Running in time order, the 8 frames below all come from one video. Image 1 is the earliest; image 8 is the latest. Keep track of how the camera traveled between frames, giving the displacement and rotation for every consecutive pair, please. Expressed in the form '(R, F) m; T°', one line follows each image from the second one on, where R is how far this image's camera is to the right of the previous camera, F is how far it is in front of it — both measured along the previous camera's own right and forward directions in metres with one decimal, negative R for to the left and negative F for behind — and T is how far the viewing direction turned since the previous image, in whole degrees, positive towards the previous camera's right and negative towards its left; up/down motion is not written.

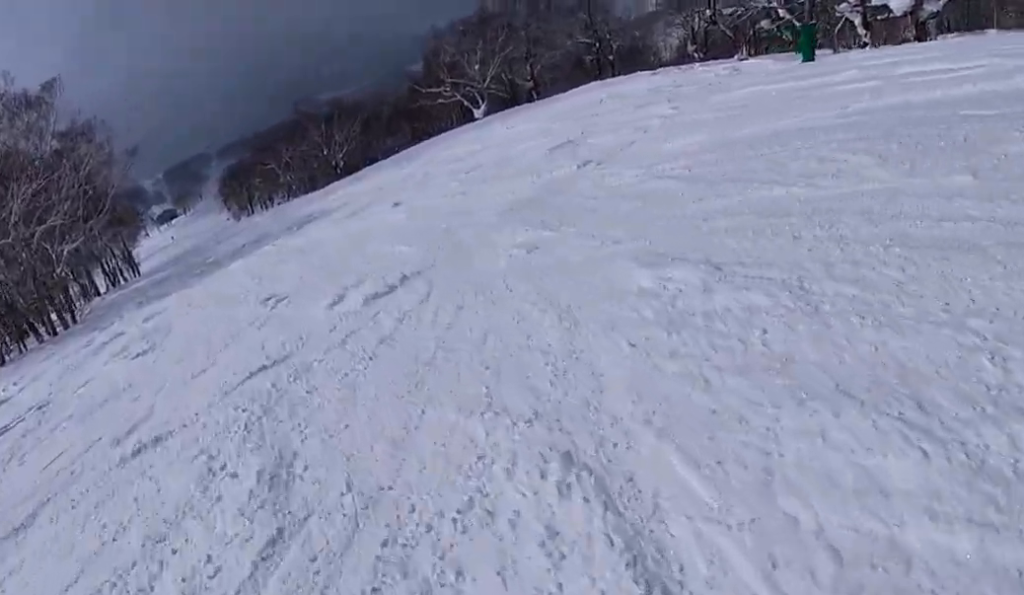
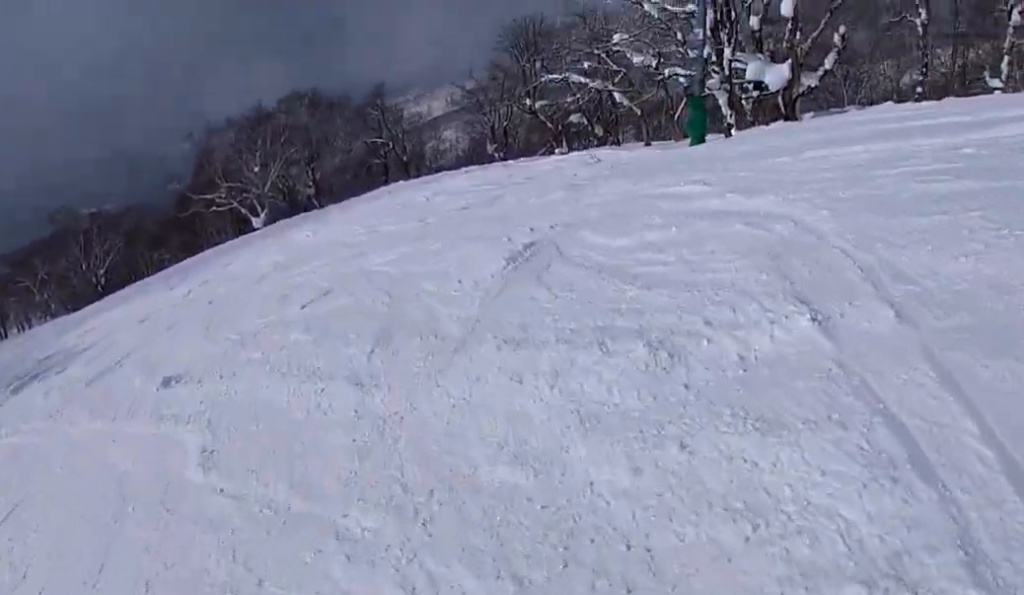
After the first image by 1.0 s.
(+2.8, +7.9) m; +28°
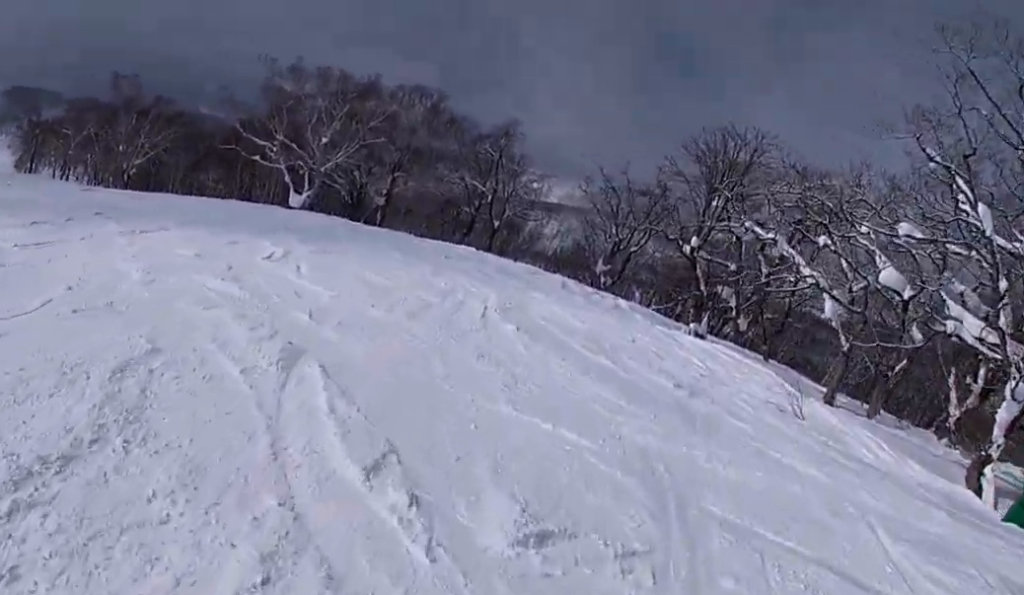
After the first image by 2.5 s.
(-0.8, +12.2) m; -26°
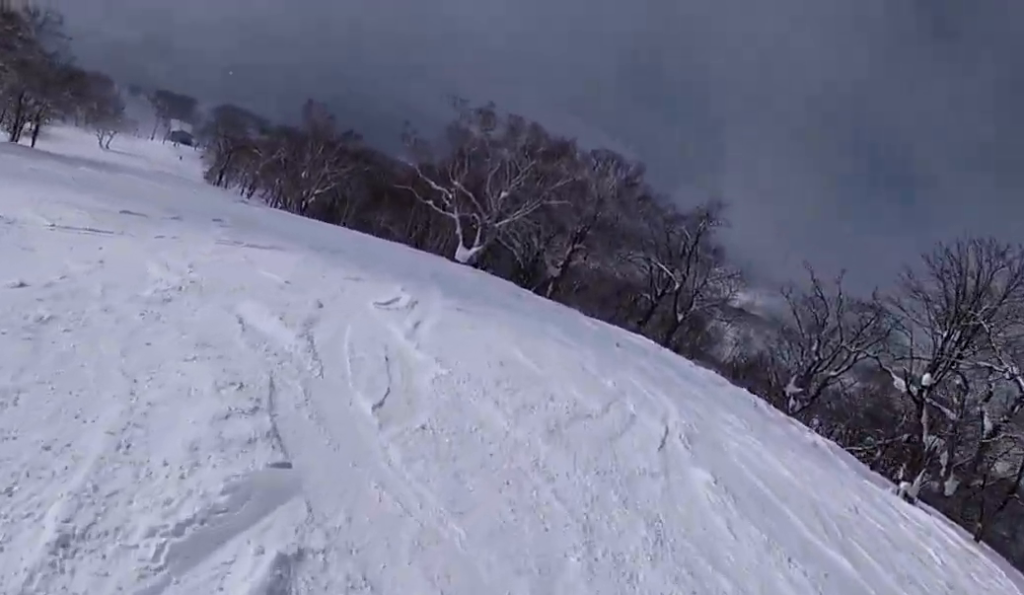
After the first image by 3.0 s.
(-0.4, +4.0) m; -16°
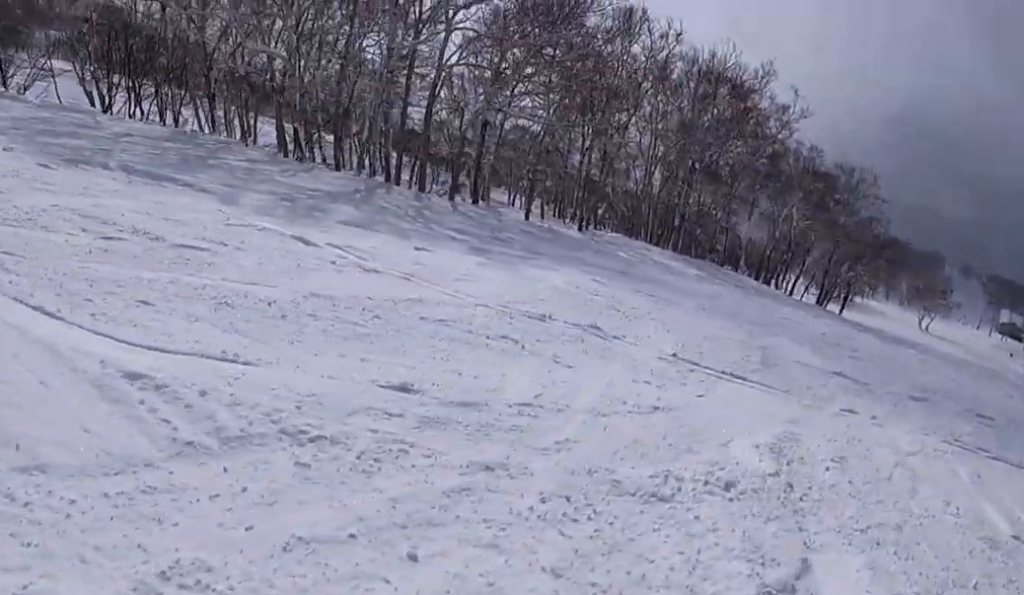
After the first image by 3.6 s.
(-0.8, +4.1) m; -14°
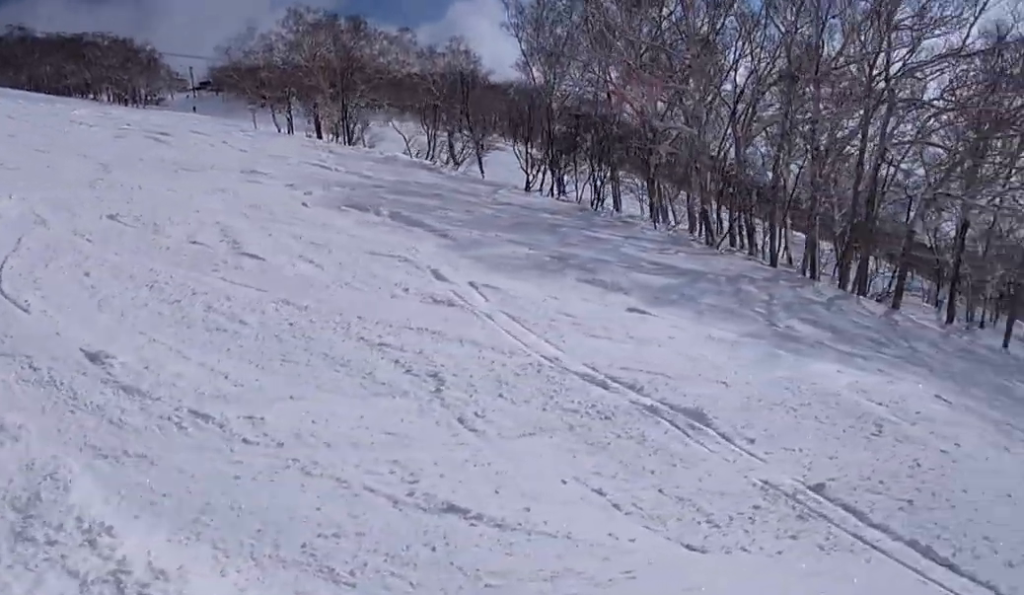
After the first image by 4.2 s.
(-0.5, +4.4) m; -12°
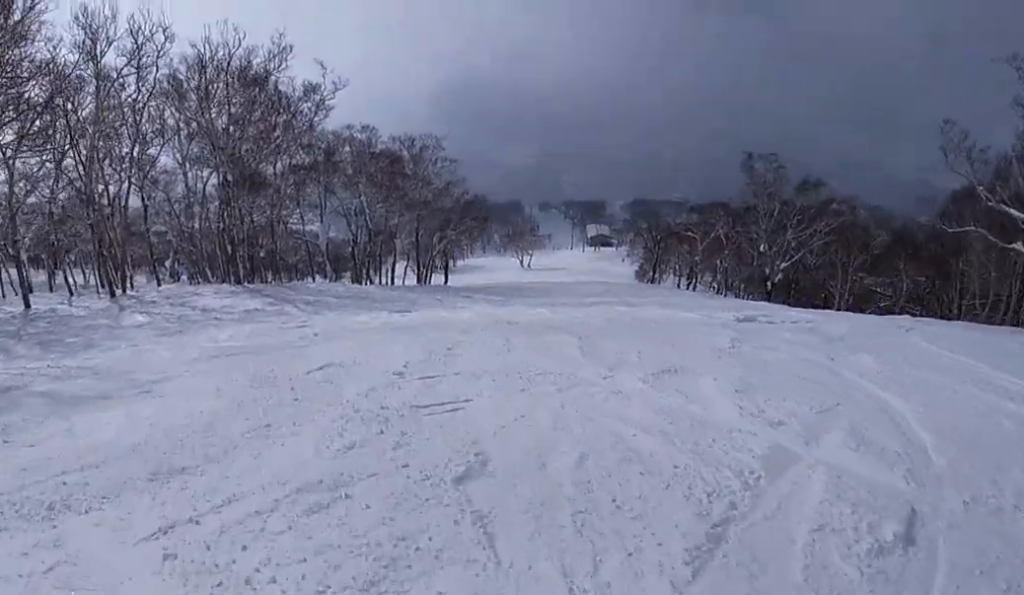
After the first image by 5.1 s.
(-1.1, +6.7) m; -9°
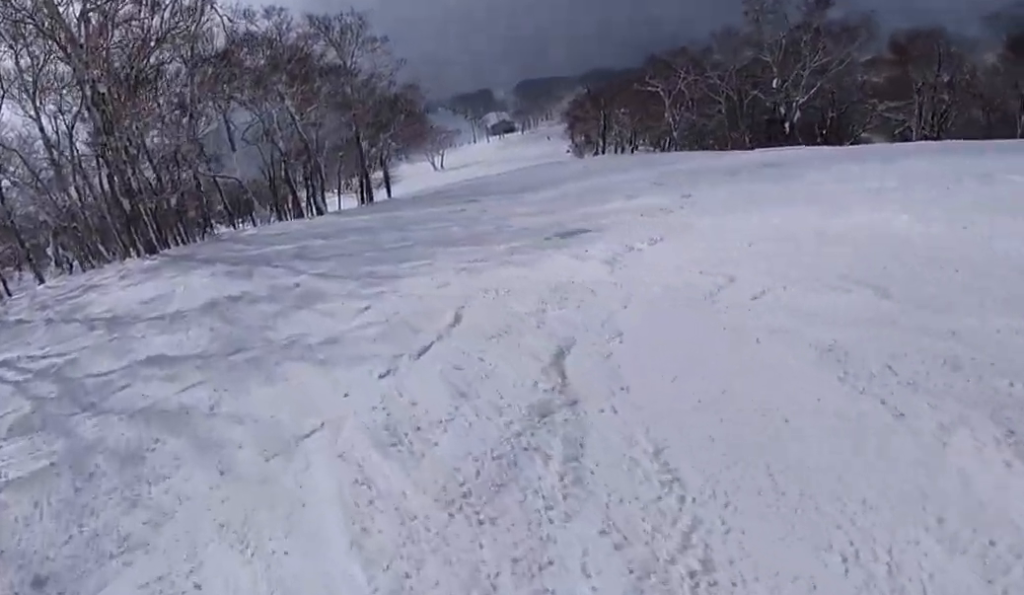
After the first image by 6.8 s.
(+1.8, +13.5) m; +25°
